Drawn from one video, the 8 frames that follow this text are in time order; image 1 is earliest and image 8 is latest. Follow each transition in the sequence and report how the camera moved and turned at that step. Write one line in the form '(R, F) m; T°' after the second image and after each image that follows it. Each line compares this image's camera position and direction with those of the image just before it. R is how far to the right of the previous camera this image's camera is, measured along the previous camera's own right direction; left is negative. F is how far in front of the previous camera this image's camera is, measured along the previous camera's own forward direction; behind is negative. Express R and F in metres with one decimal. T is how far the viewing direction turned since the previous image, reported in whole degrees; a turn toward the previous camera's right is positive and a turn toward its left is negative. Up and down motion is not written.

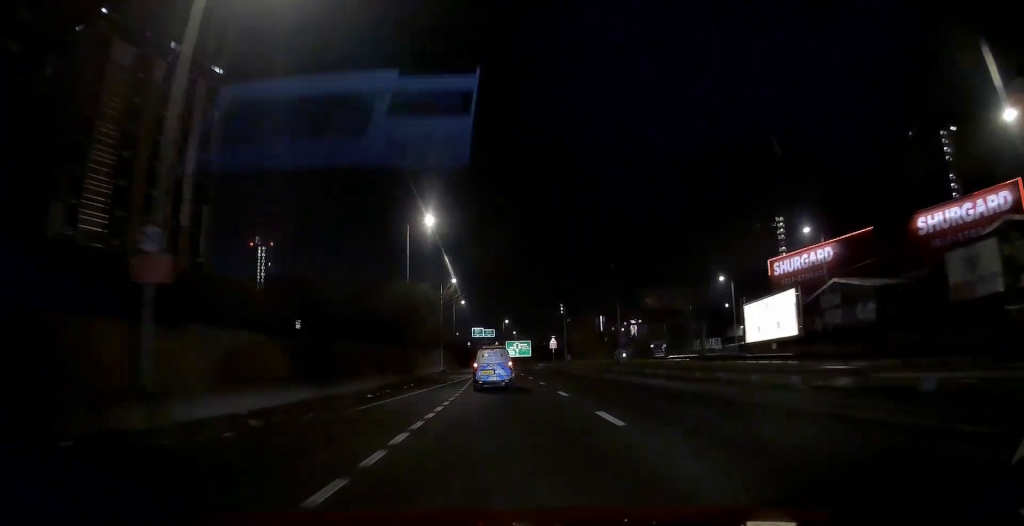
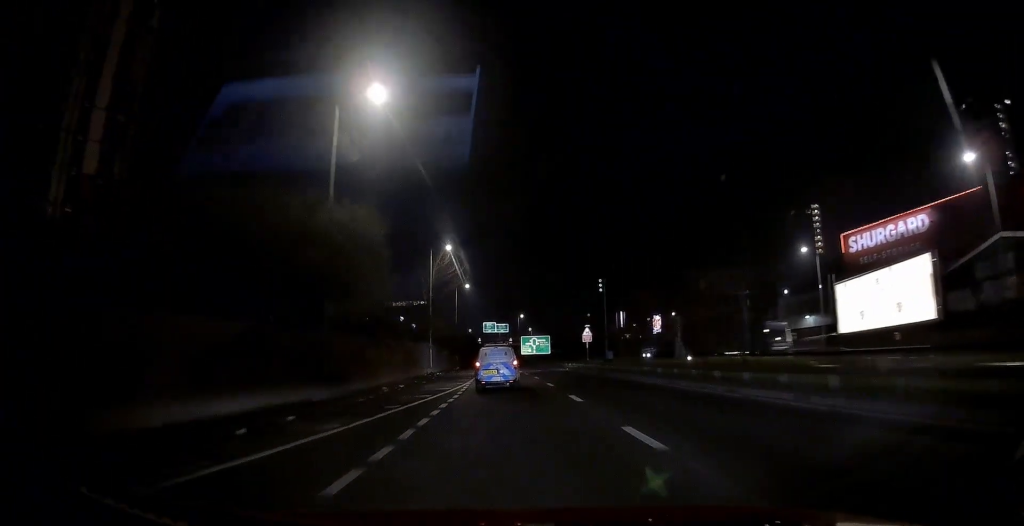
(-0.1, +21.0) m; -1°
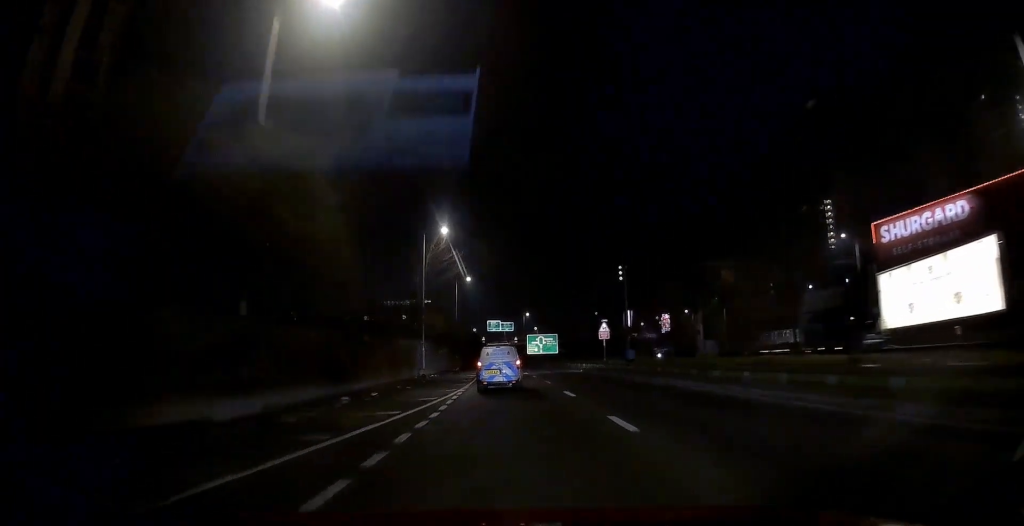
(0.0, +7.2) m; -1°
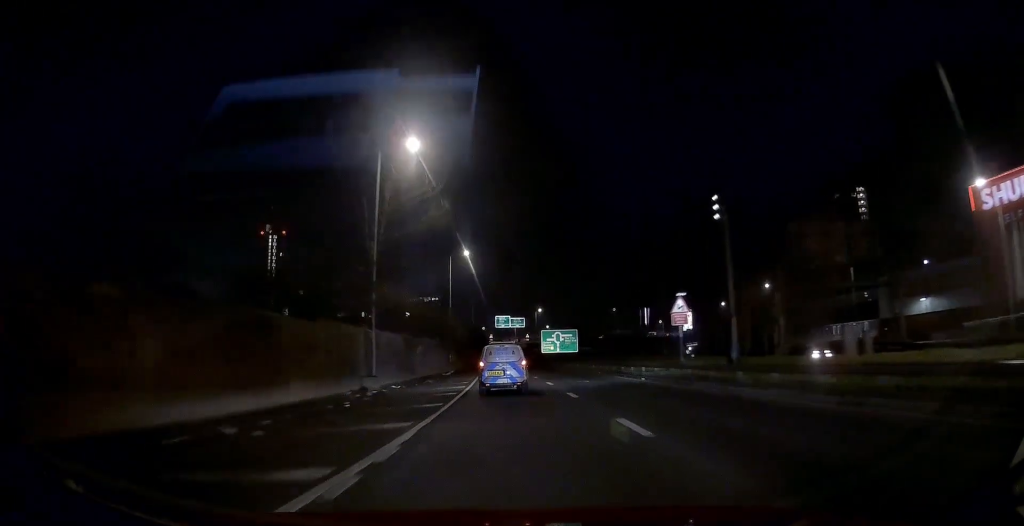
(-0.5, +19.3) m; -3°
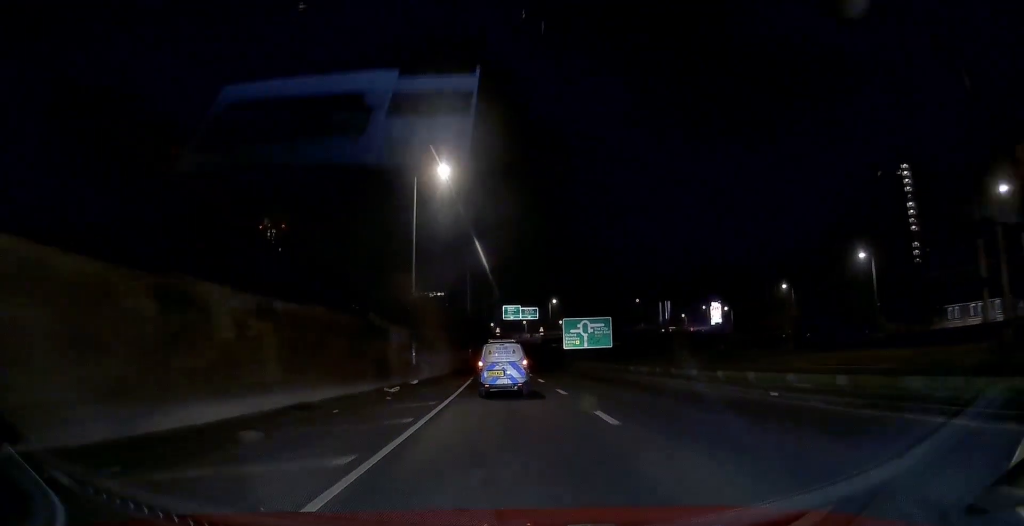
(-0.5, +26.1) m; -1°
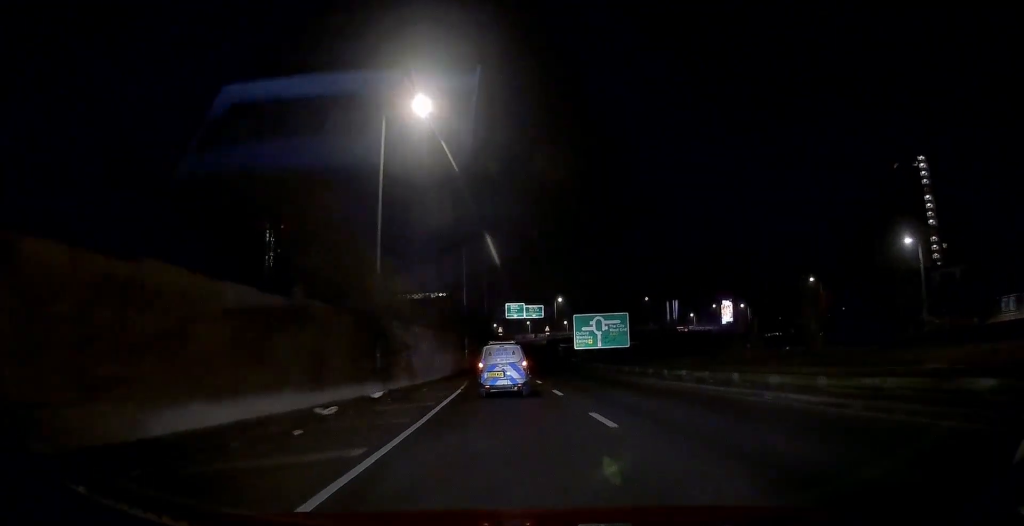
(0.0, +9.4) m; 0°
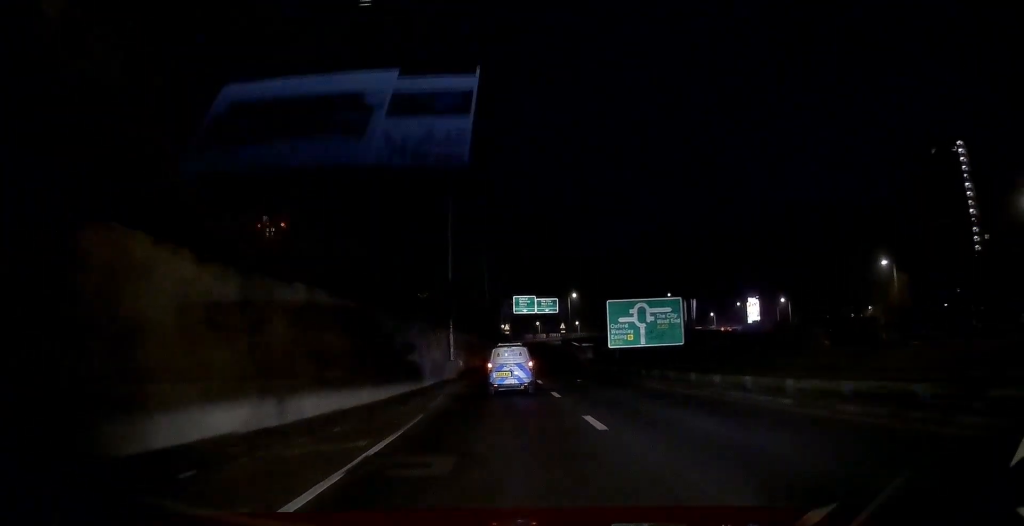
(0.0, +18.8) m; 0°
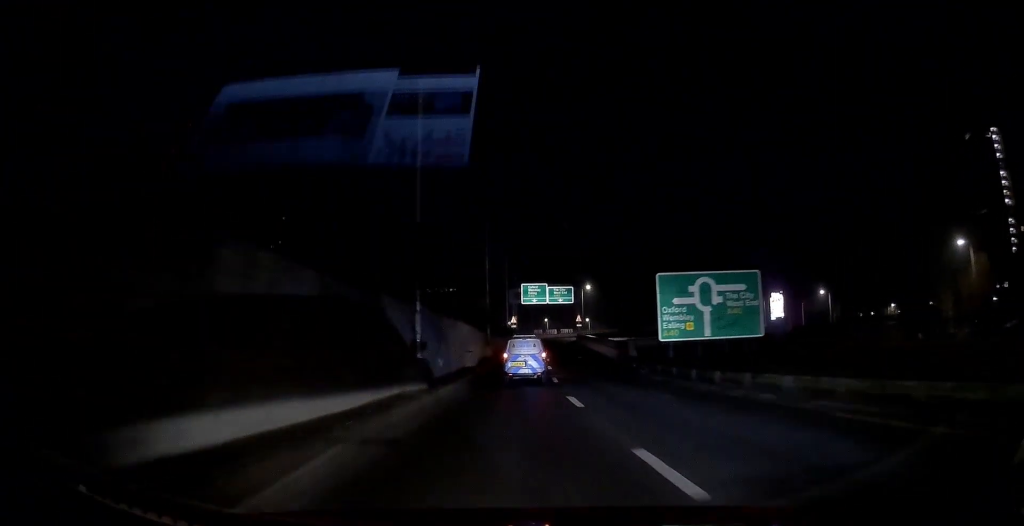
(0.0, +14.4) m; -1°
